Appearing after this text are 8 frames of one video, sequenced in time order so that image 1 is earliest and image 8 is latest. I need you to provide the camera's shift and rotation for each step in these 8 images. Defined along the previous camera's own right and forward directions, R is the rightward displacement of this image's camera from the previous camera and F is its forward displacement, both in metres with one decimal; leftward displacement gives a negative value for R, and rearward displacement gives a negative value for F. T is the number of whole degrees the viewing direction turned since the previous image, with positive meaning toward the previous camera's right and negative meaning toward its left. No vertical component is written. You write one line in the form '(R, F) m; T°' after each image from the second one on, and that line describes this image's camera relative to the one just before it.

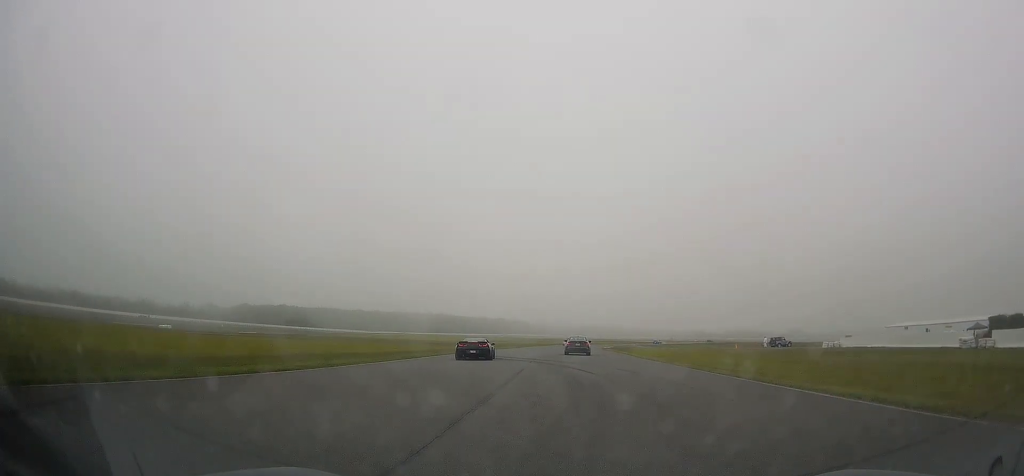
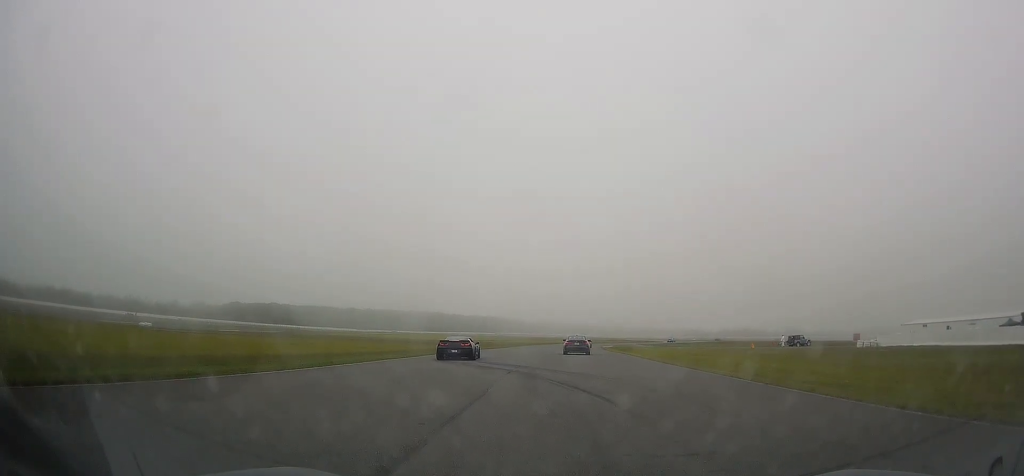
(+0.1, +9.8) m; 0°
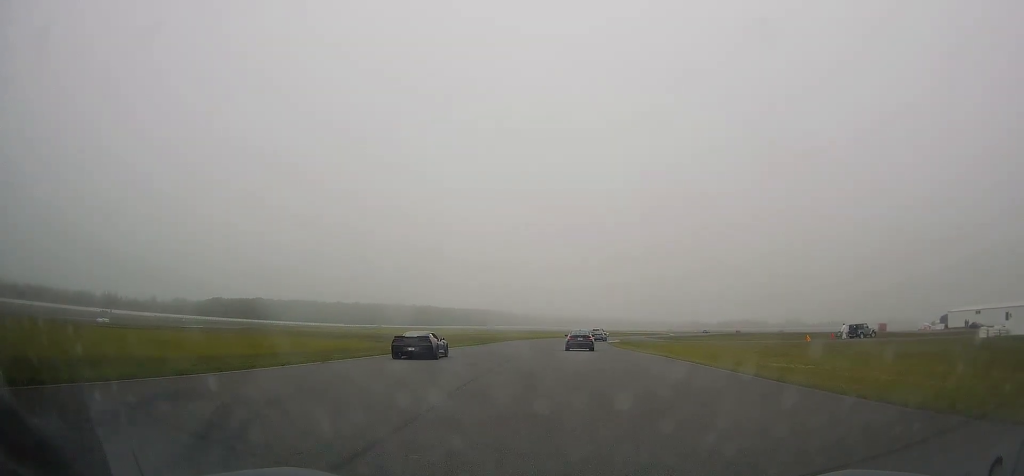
(-0.1, +20.9) m; 0°
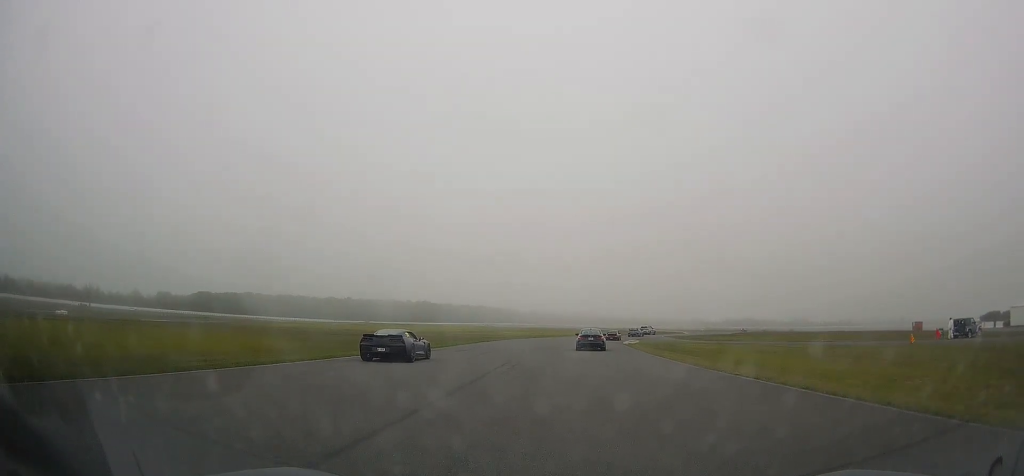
(-0.1, +21.5) m; +1°
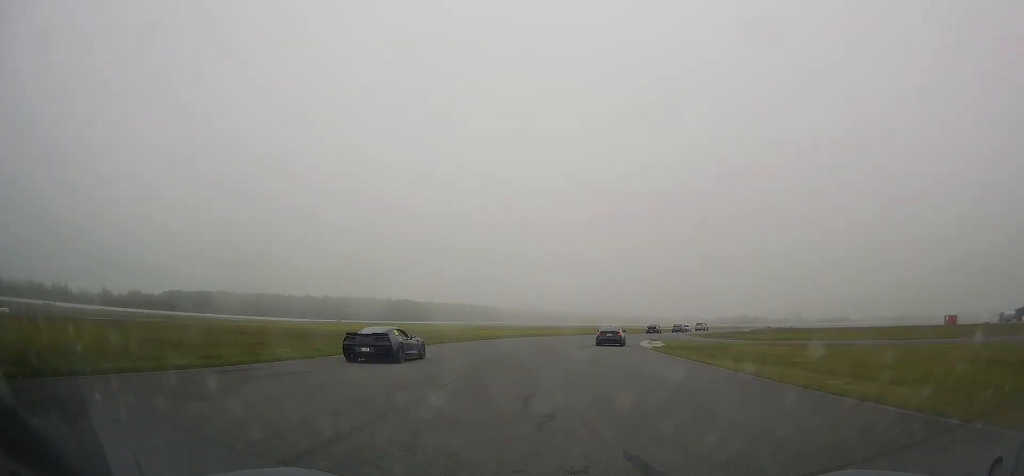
(+0.3, +23.3) m; +1°
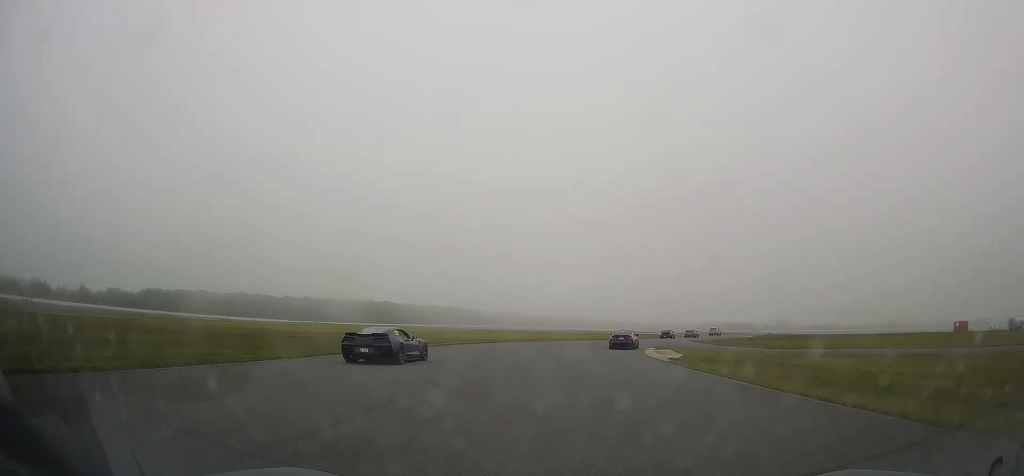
(+0.1, +10.9) m; +1°
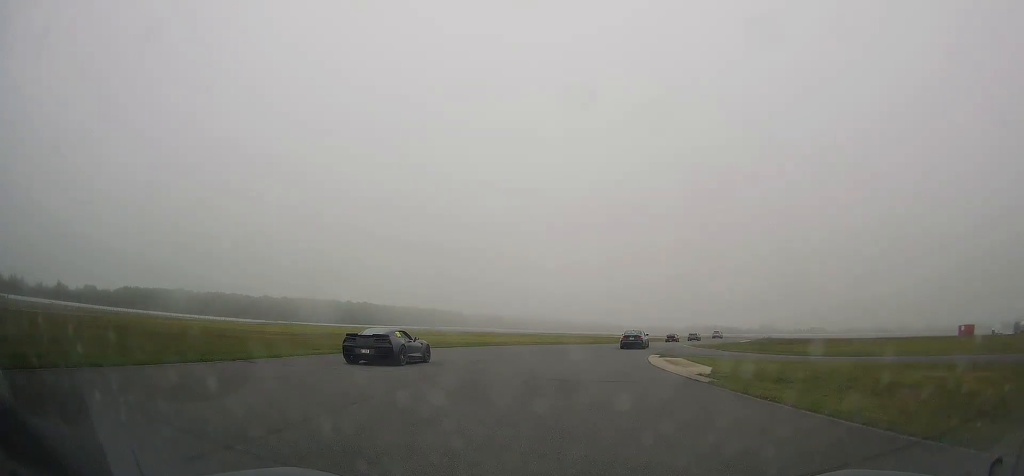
(0.0, +9.4) m; +1°
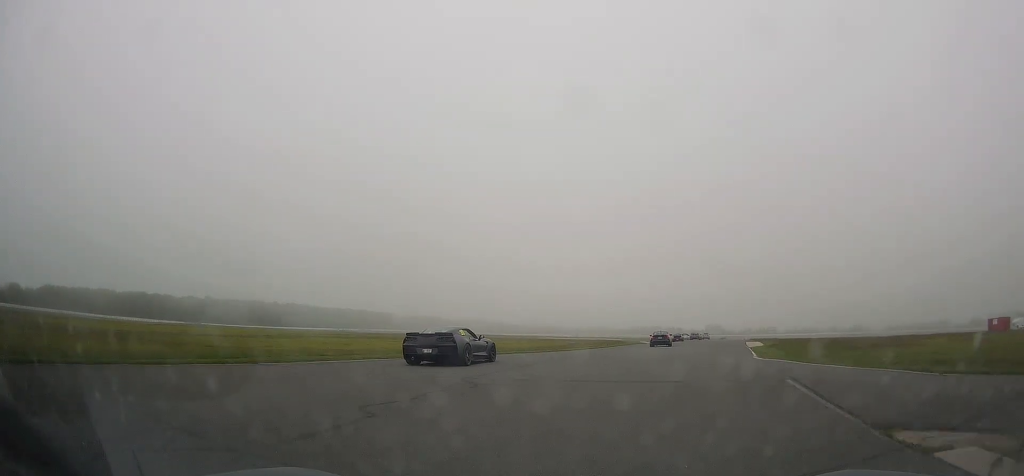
(+1.7, +31.7) m; +7°
